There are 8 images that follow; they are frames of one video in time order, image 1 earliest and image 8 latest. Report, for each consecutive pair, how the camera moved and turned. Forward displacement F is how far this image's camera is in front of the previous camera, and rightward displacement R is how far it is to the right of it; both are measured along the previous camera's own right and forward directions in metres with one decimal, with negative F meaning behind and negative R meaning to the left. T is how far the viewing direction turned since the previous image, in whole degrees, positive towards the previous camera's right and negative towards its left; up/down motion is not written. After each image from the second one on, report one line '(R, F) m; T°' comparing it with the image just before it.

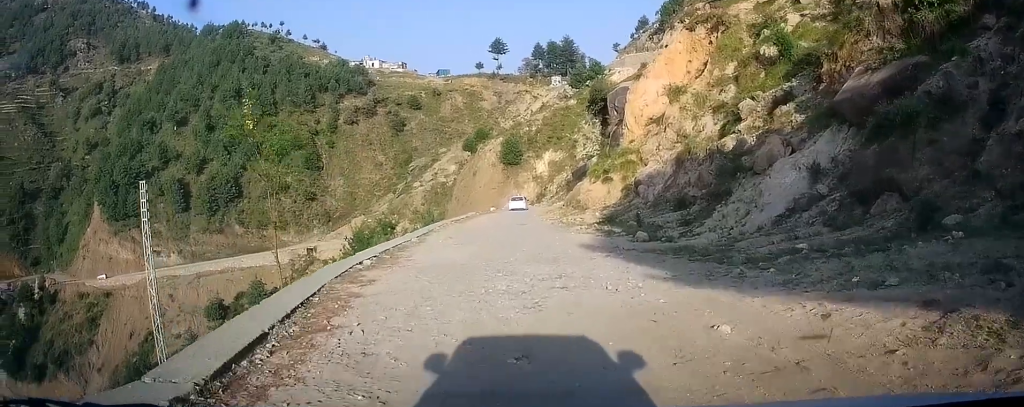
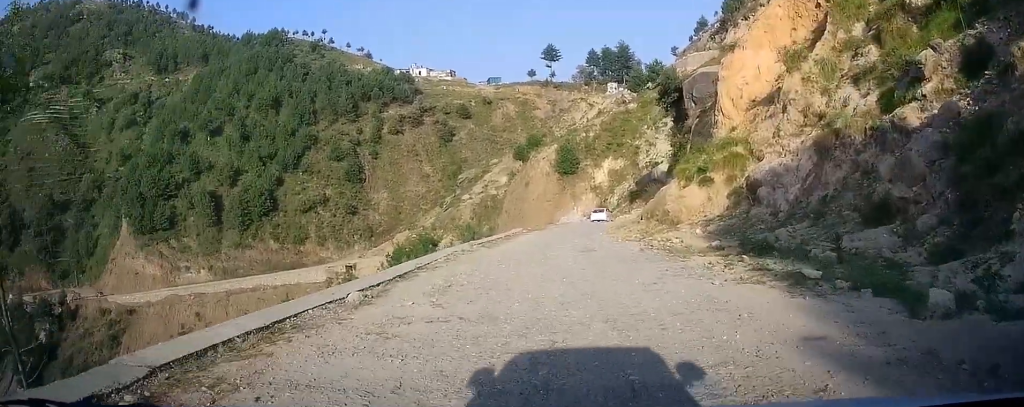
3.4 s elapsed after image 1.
(-0.5, +11.6) m; -10°
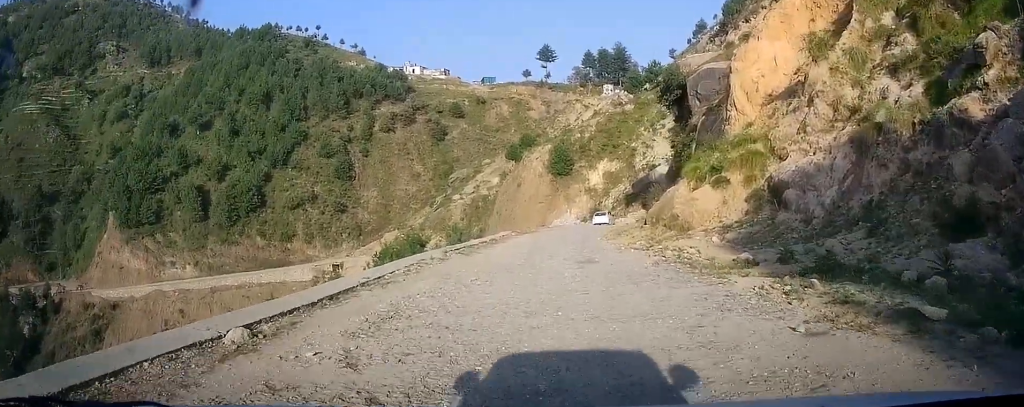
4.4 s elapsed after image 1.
(-0.1, +3.4) m; 0°
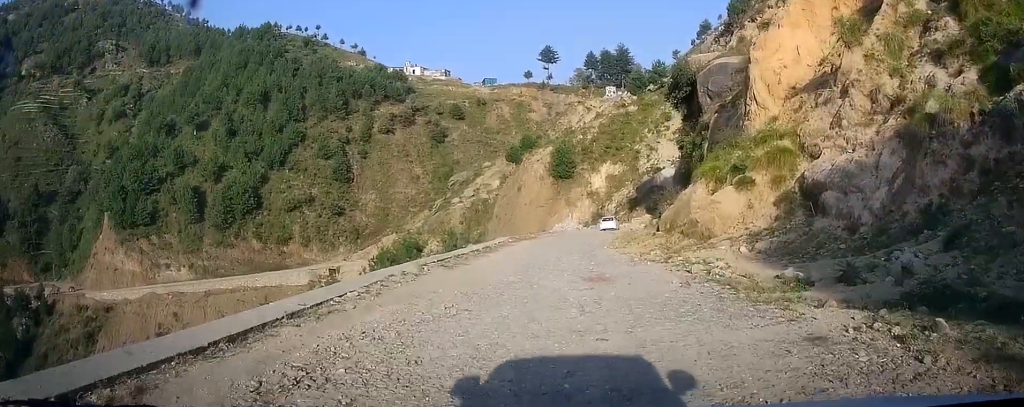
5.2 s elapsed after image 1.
(-0.1, +2.8) m; +1°
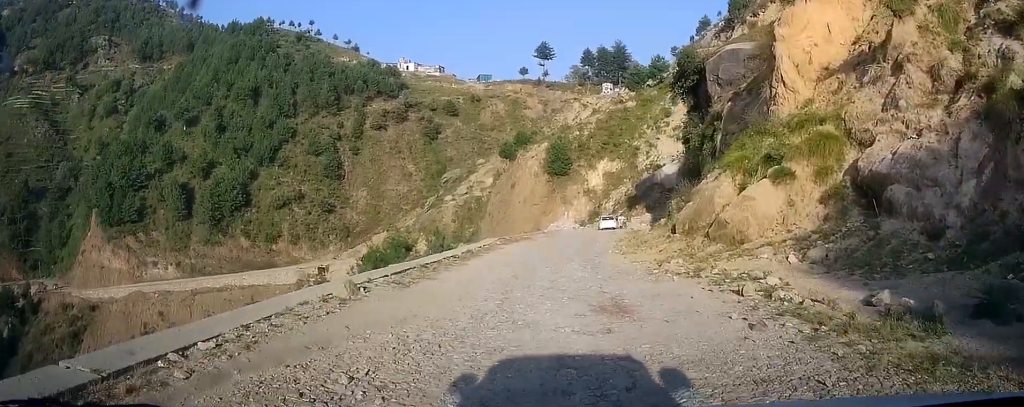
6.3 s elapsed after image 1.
(+0.1, +3.8) m; +3°
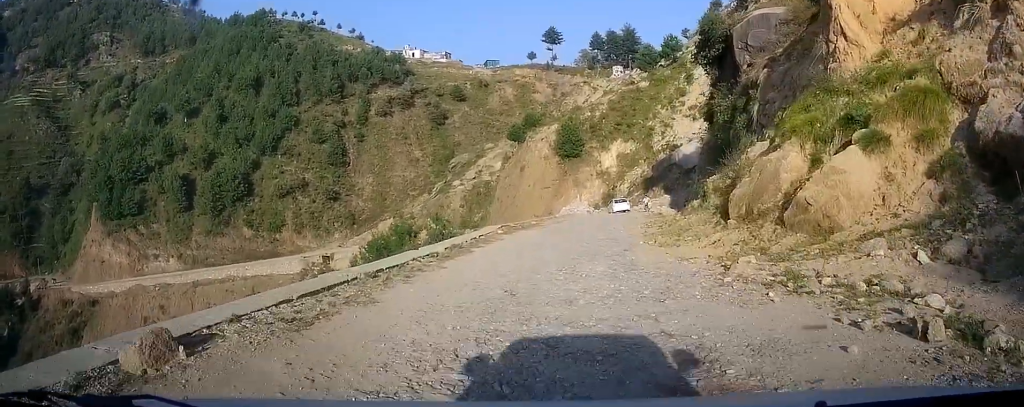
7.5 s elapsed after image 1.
(+0.1, +4.6) m; +5°
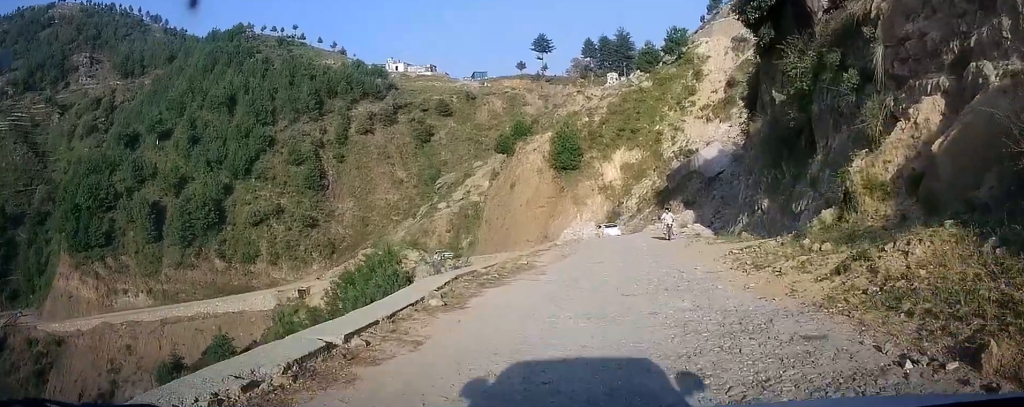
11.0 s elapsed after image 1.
(-0.3, +12.2) m; -4°
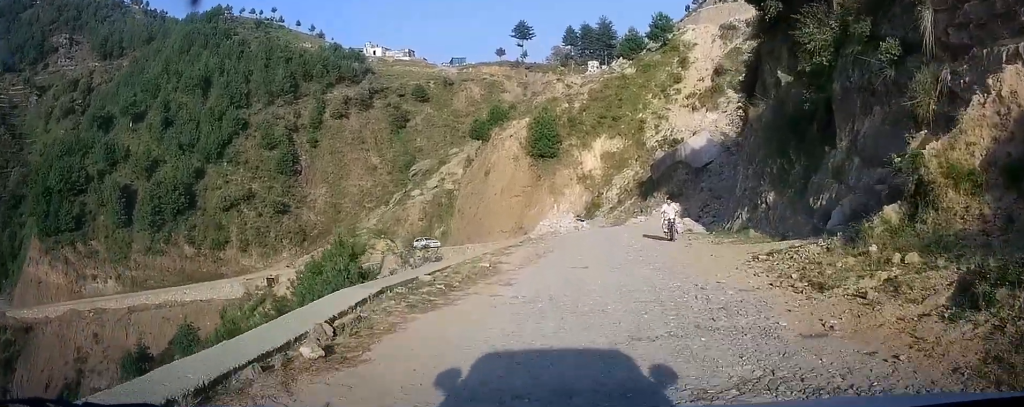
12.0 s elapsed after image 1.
(-0.1, +3.4) m; 0°
